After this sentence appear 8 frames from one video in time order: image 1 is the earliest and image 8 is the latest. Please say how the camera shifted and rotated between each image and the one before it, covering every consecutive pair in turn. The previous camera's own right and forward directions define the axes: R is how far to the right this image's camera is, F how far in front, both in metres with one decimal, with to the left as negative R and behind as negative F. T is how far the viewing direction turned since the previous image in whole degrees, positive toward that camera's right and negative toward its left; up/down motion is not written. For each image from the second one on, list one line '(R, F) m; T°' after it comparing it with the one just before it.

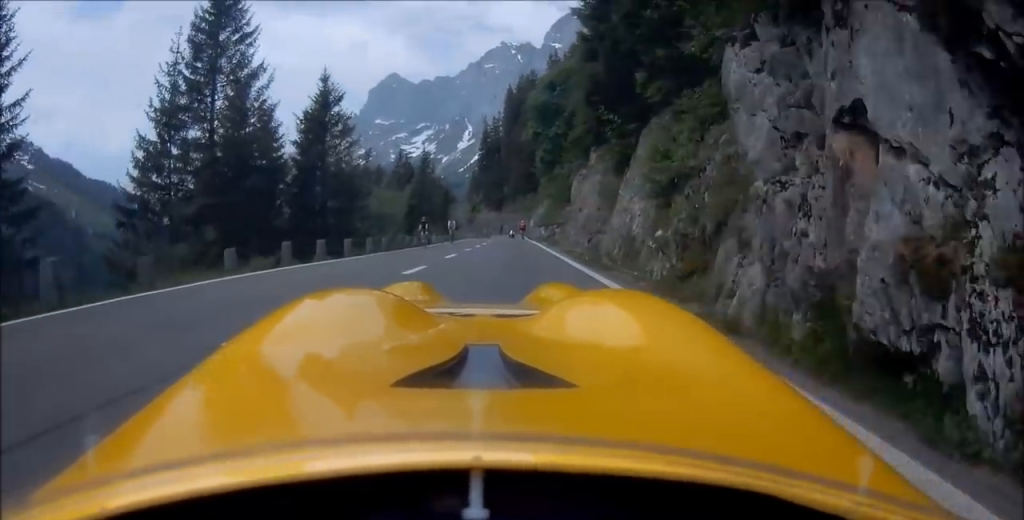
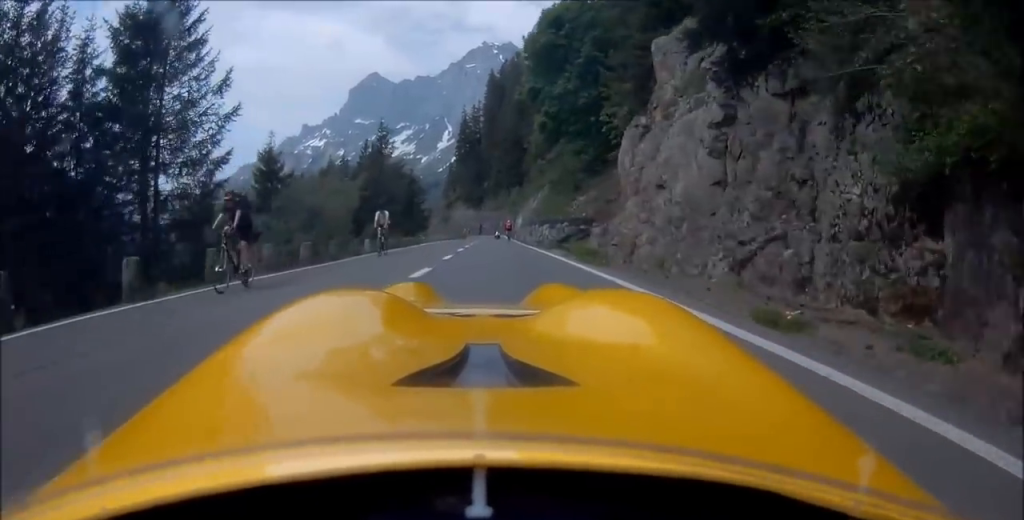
(+0.6, +19.8) m; +2°
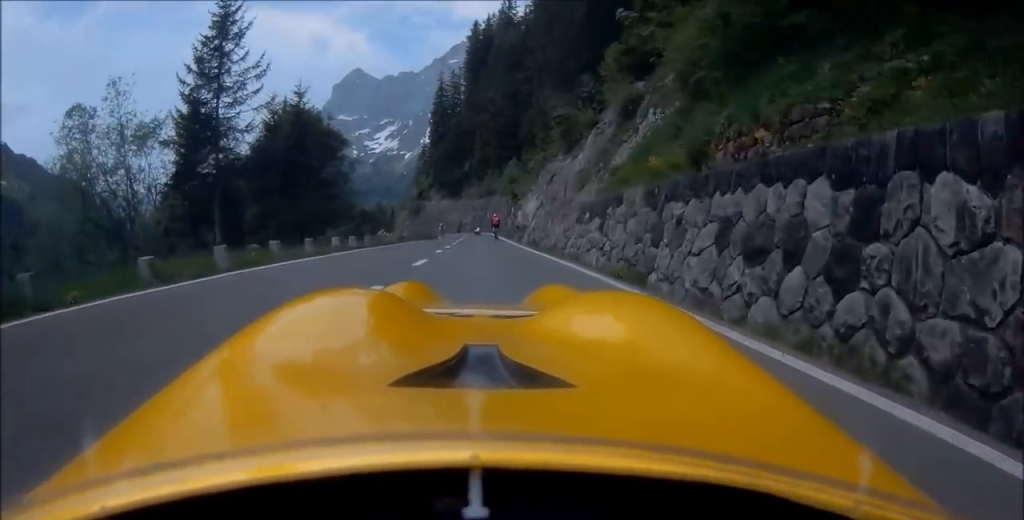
(+0.2, +38.2) m; 0°
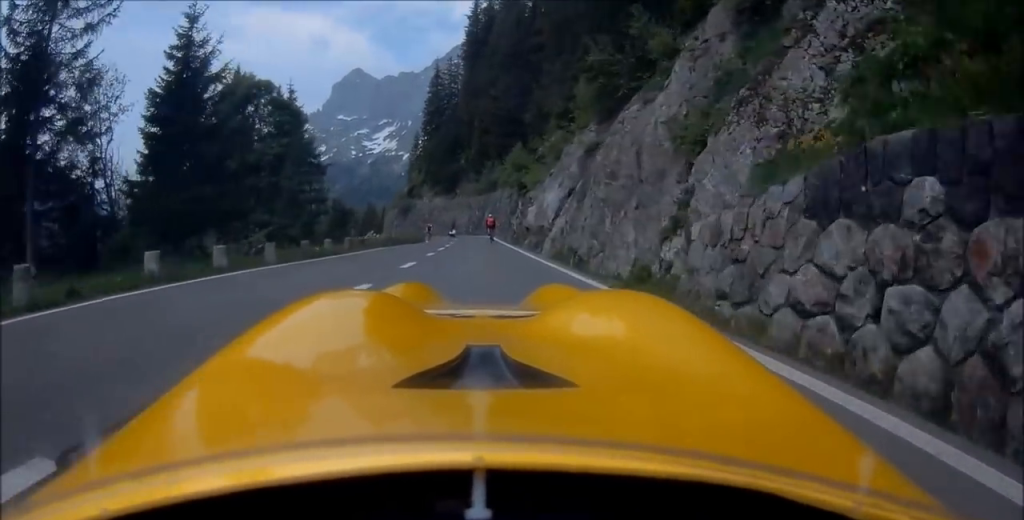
(-0.2, +12.8) m; +1°
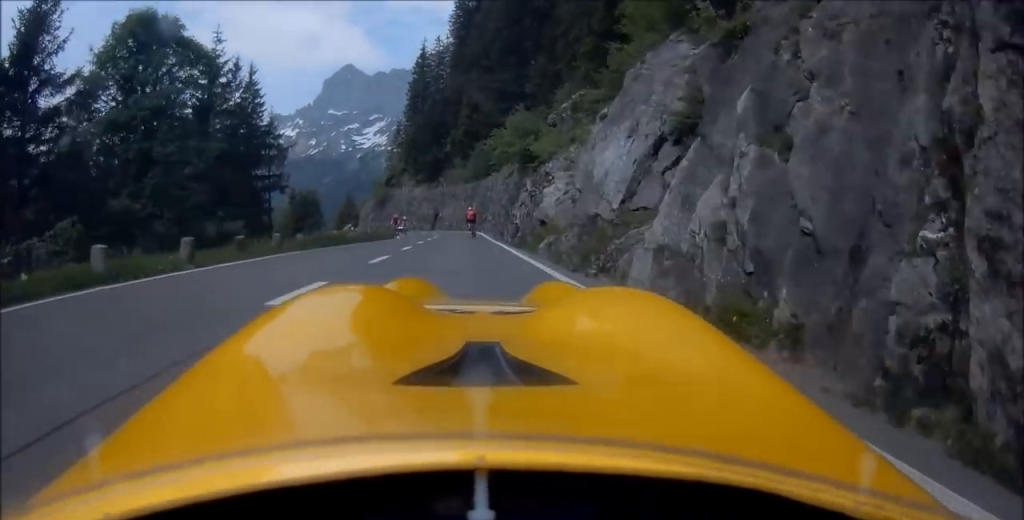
(+0.4, +14.4) m; +1°
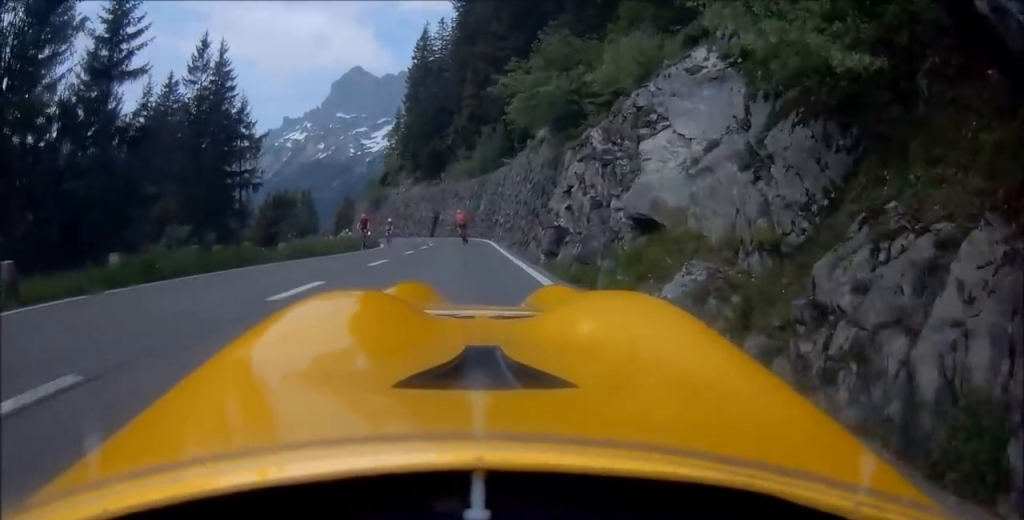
(+0.1, +13.3) m; 0°
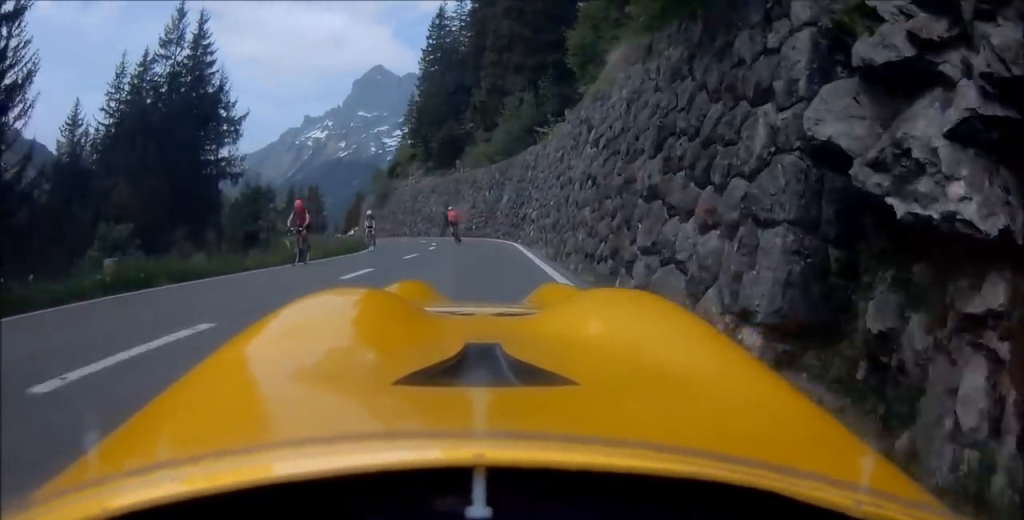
(+0.2, +12.7) m; -2°
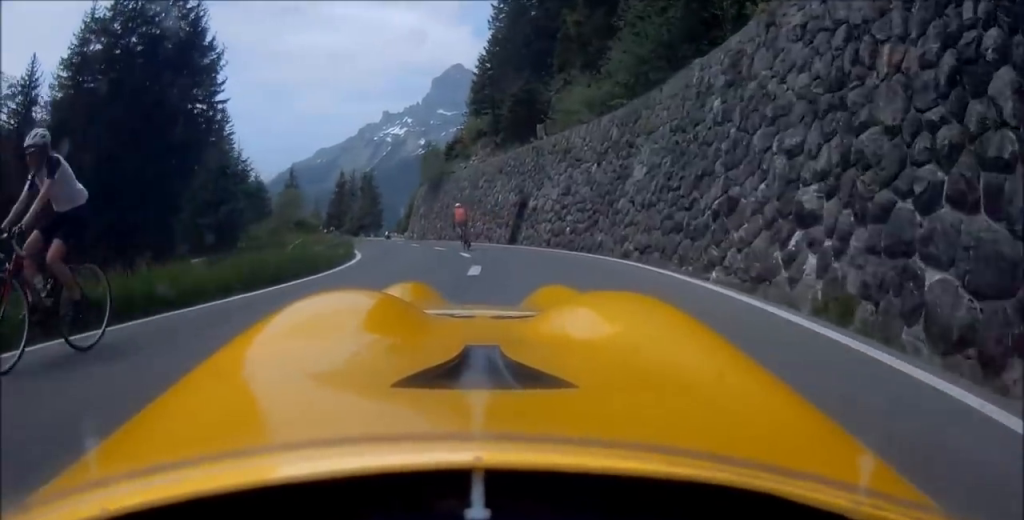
(-1.0, +21.6) m; -6°
